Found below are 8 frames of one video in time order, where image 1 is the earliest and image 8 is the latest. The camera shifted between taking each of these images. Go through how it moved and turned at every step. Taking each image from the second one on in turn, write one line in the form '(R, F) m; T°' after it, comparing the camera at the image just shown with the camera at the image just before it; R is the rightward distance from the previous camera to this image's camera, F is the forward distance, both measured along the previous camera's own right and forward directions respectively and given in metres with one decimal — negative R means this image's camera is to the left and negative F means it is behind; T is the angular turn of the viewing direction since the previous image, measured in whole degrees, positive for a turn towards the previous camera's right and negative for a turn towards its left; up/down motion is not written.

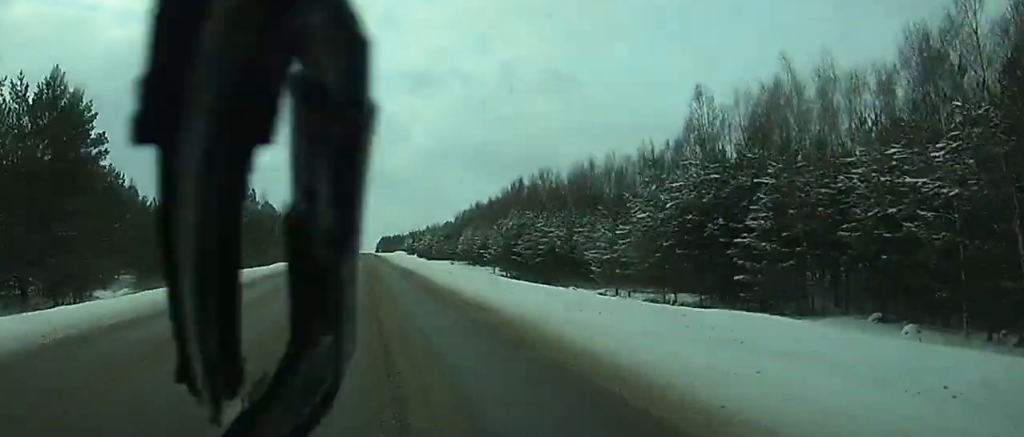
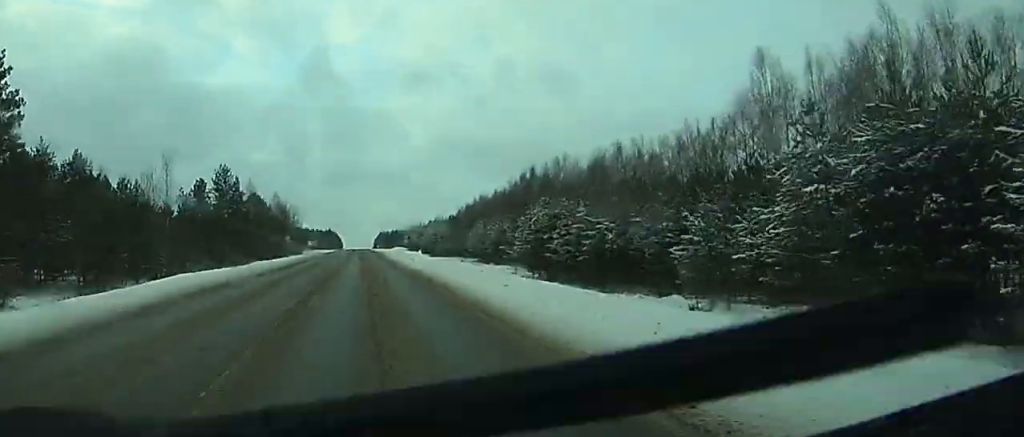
(+0.1, +17.0) m; 0°
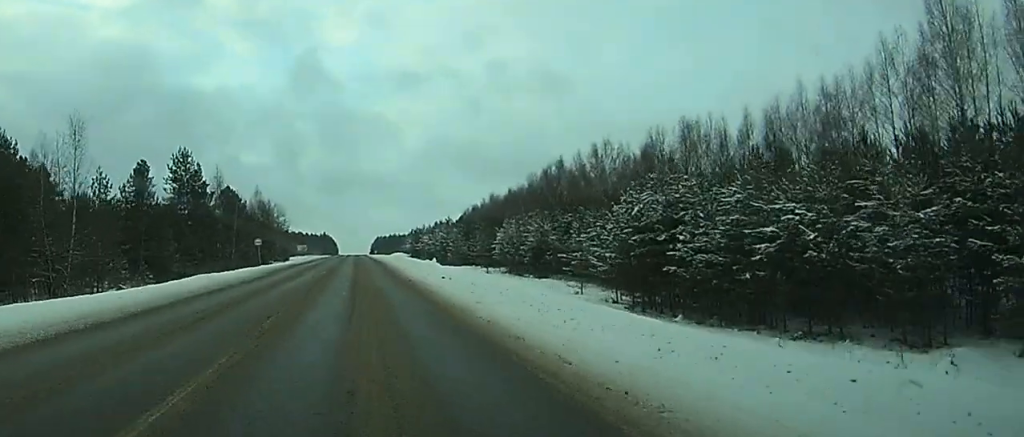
(0.0, +28.3) m; 0°
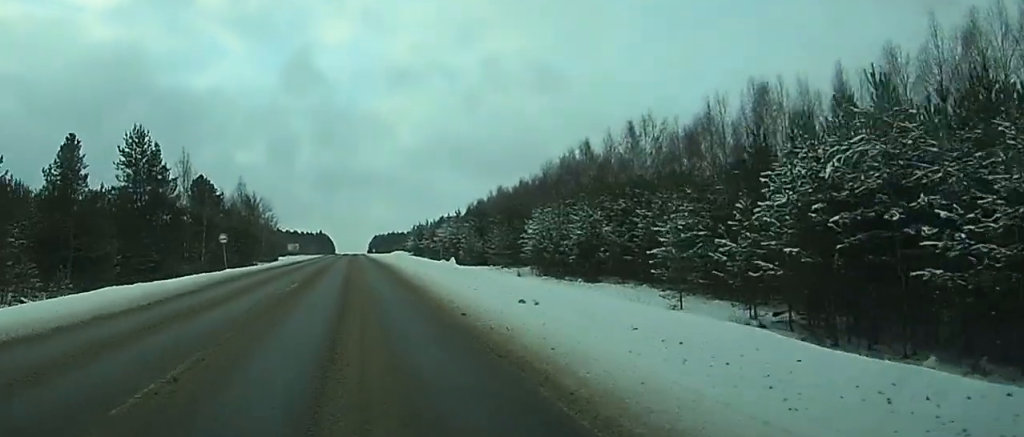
(0.0, +19.8) m; 0°
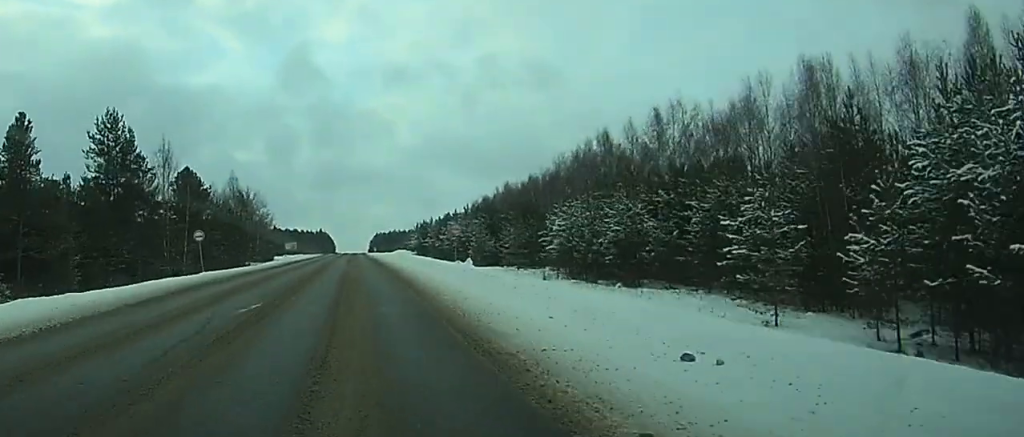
(0.0, +9.9) m; 0°
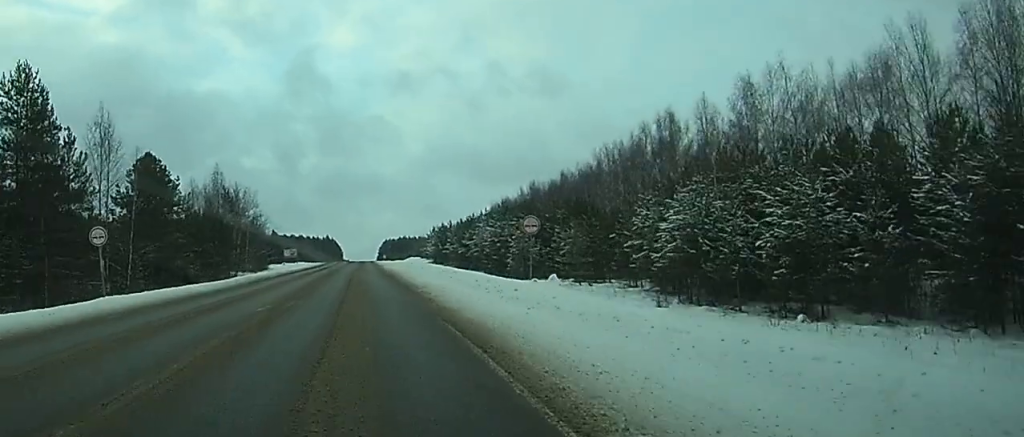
(-0.1, +23.0) m; 0°
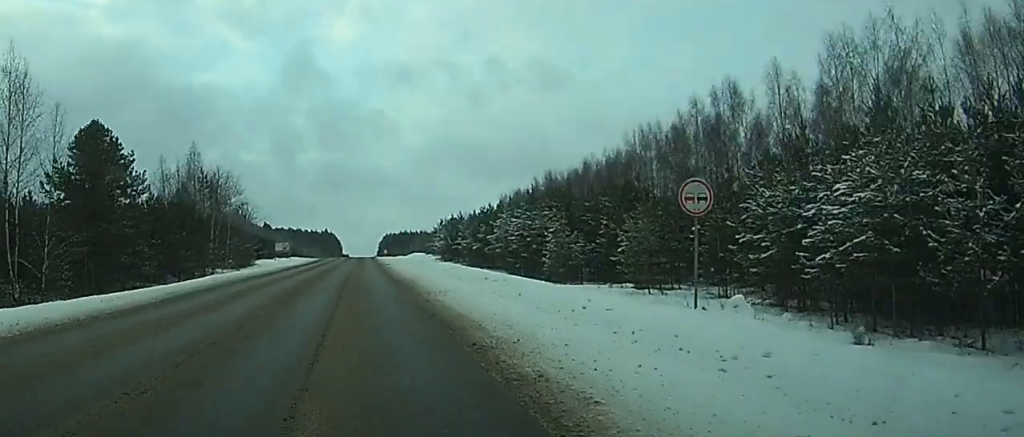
(0.0, +17.0) m; 0°
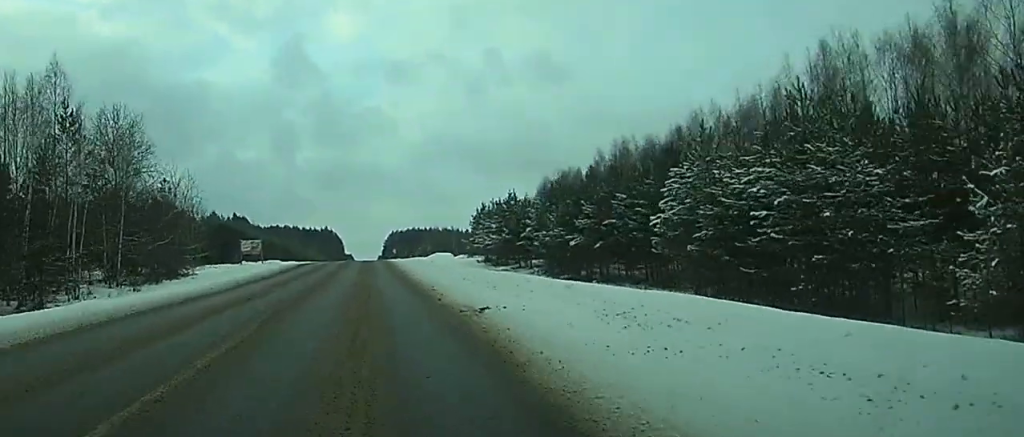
(0.0, +49.0) m; 0°
